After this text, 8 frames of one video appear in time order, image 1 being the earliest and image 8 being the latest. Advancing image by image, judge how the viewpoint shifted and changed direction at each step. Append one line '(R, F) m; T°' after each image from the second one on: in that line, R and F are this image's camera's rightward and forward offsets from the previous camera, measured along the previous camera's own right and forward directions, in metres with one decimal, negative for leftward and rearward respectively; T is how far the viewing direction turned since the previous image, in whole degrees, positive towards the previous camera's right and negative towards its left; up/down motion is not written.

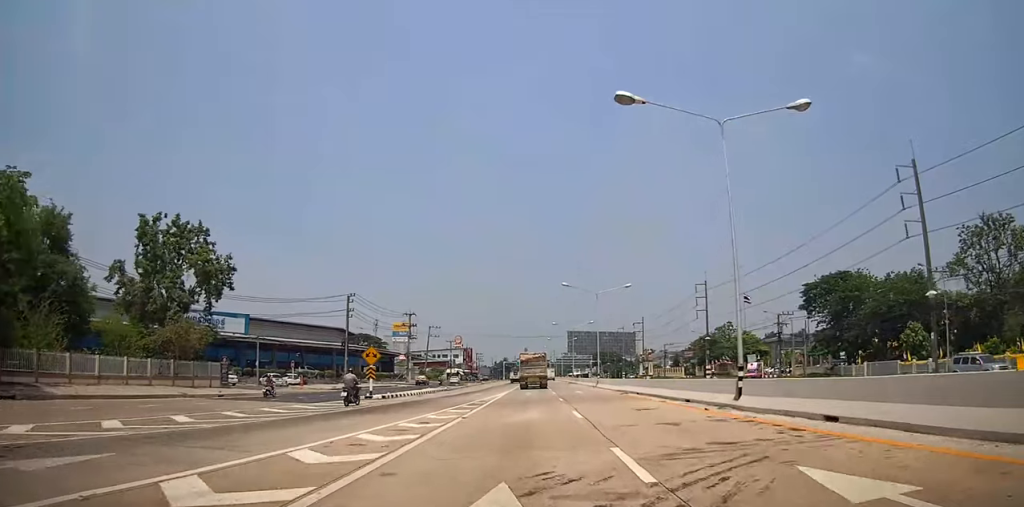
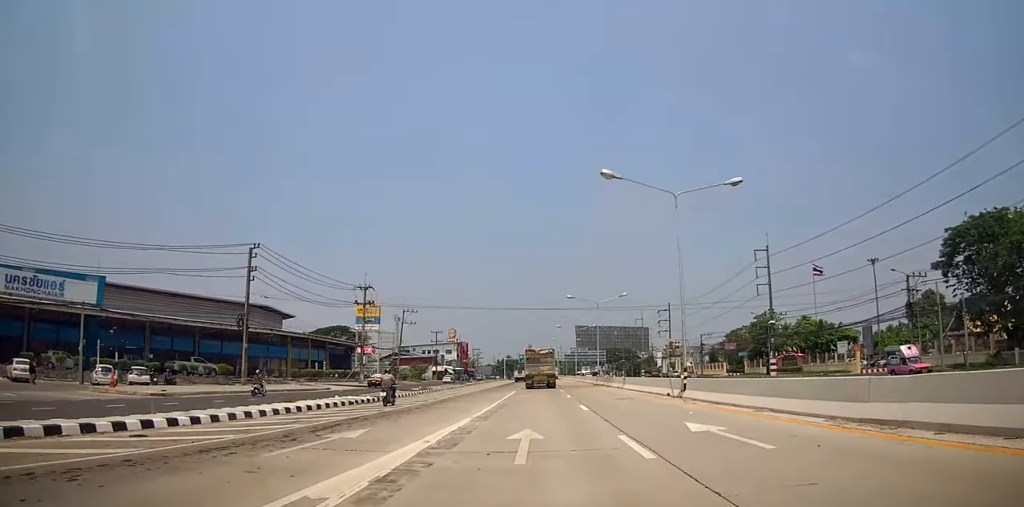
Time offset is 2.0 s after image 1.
(-0.1, +29.0) m; 0°
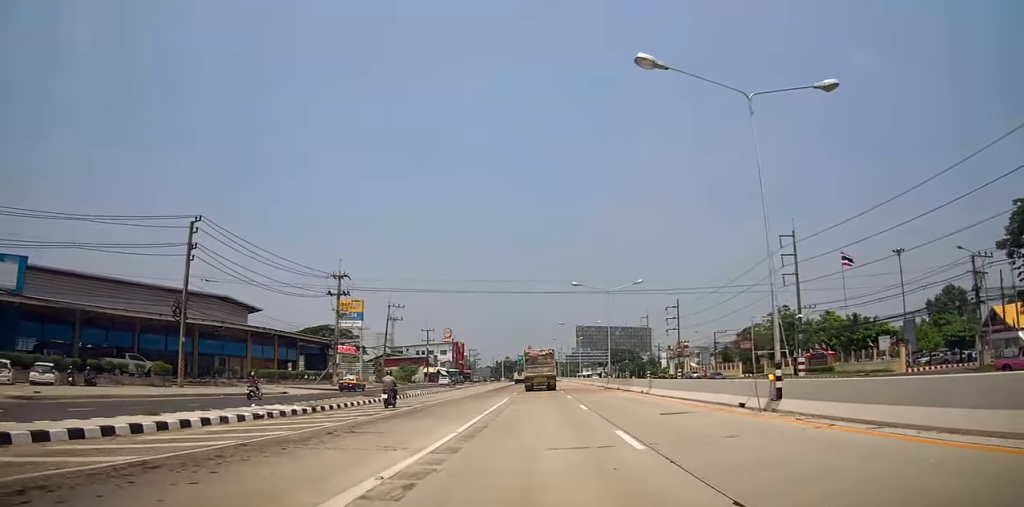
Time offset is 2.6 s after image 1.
(-0.3, +9.3) m; 0°
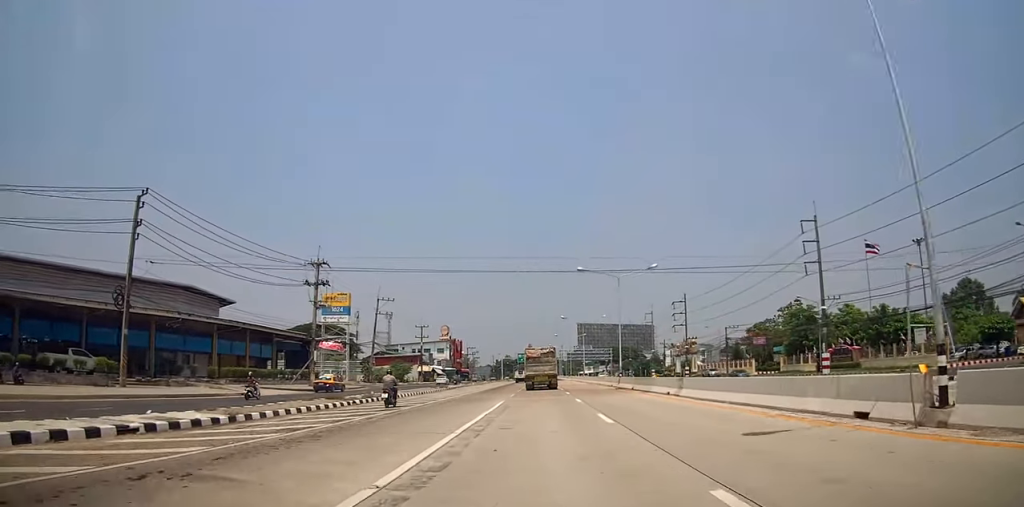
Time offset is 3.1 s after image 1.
(0.0, +6.5) m; 0°
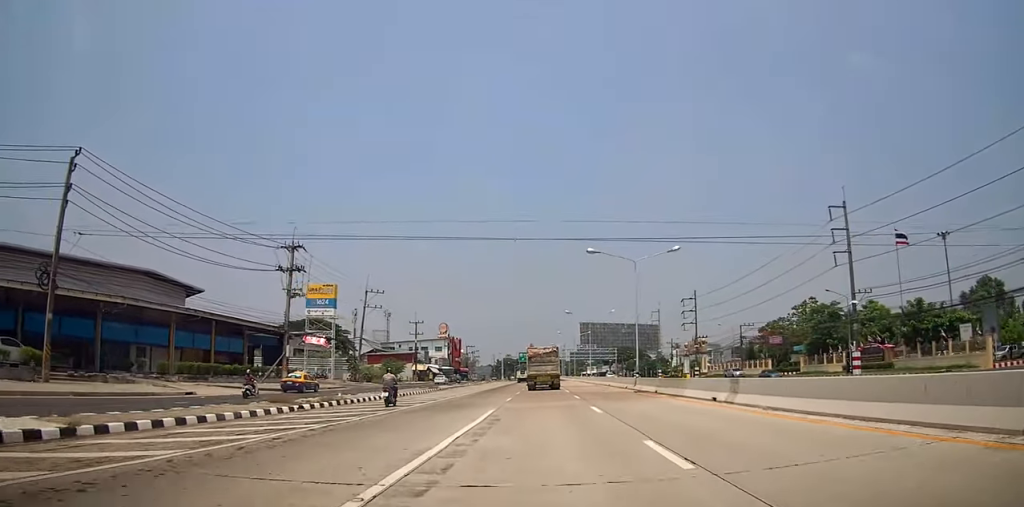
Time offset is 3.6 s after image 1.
(+0.2, +6.7) m; 0°
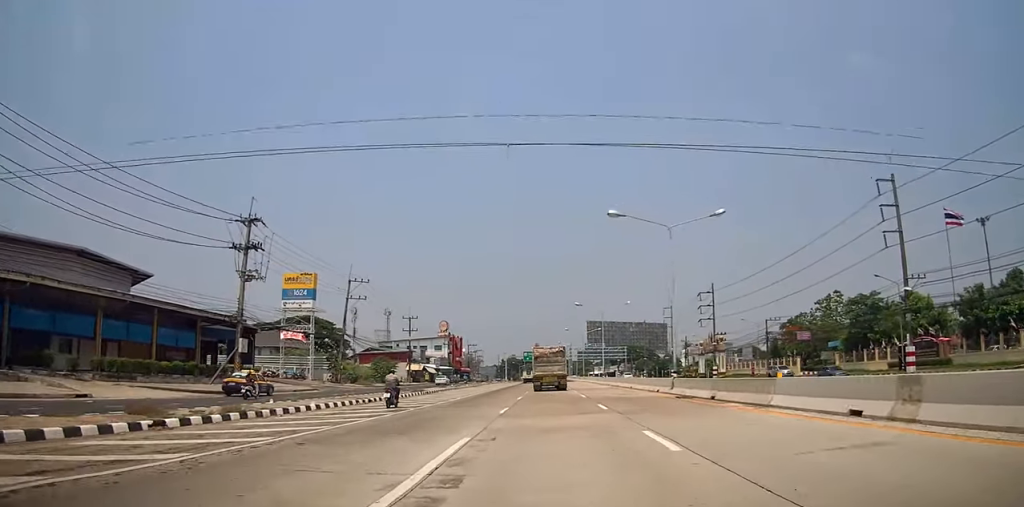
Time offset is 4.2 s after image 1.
(-0.1, +9.1) m; -1°
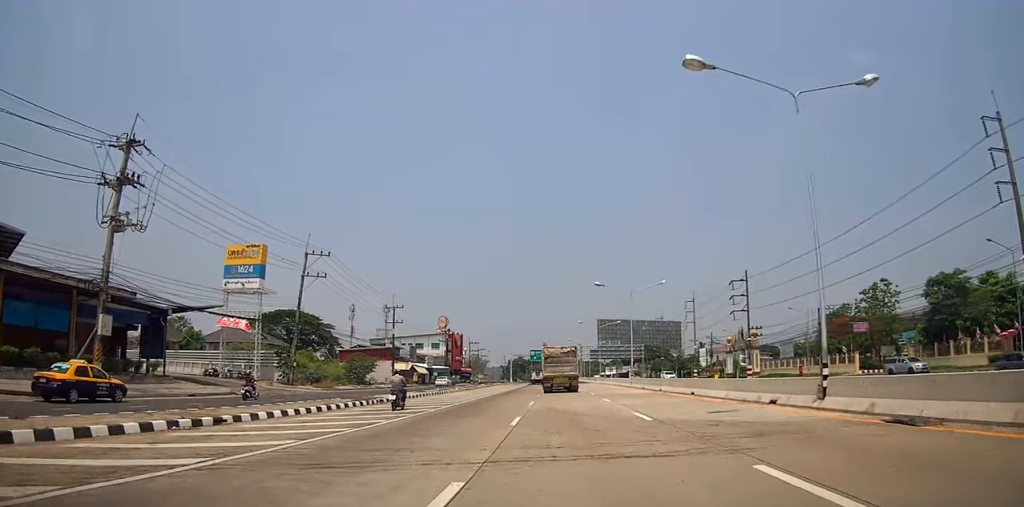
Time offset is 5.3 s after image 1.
(-0.4, +15.3) m; -1°
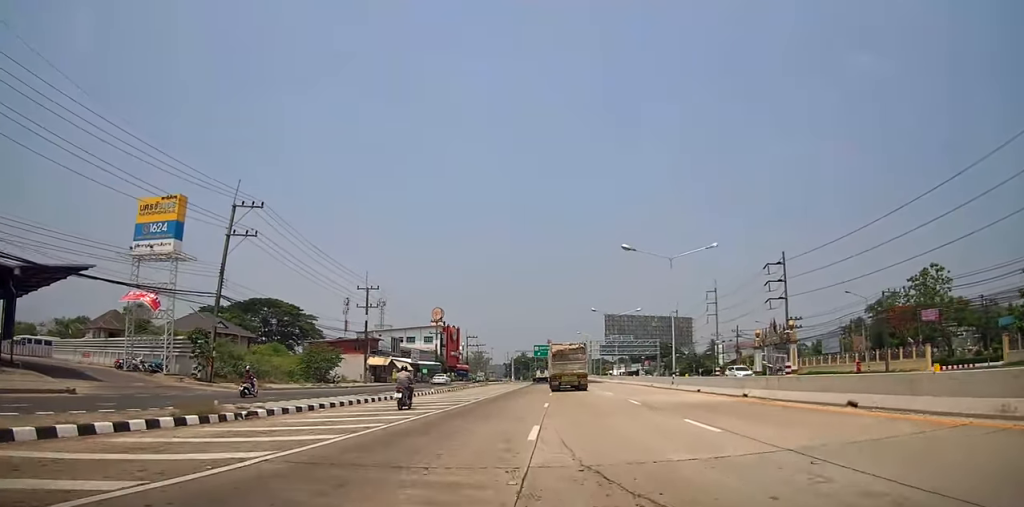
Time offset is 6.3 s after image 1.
(0.0, +14.5) m; +1°
